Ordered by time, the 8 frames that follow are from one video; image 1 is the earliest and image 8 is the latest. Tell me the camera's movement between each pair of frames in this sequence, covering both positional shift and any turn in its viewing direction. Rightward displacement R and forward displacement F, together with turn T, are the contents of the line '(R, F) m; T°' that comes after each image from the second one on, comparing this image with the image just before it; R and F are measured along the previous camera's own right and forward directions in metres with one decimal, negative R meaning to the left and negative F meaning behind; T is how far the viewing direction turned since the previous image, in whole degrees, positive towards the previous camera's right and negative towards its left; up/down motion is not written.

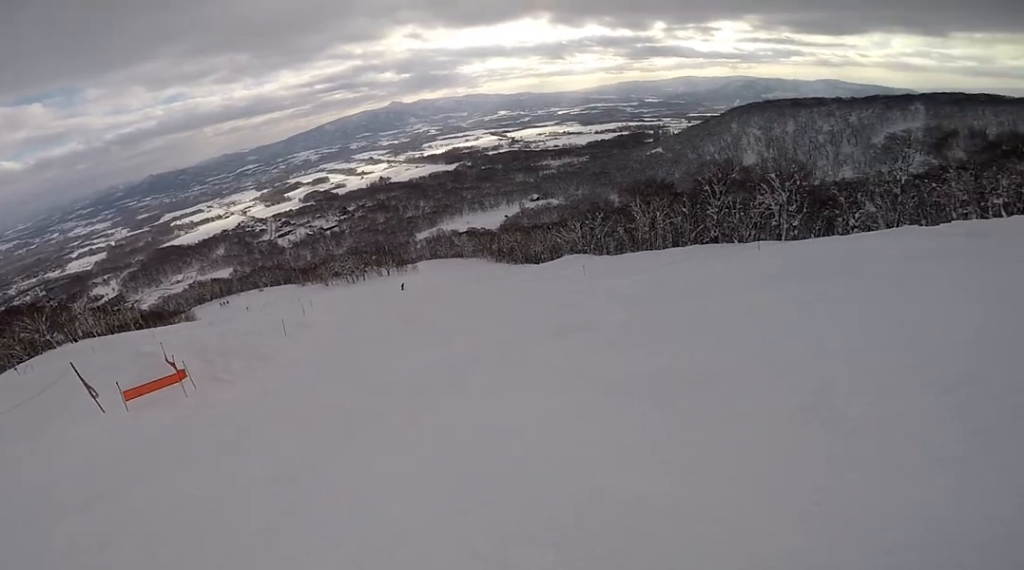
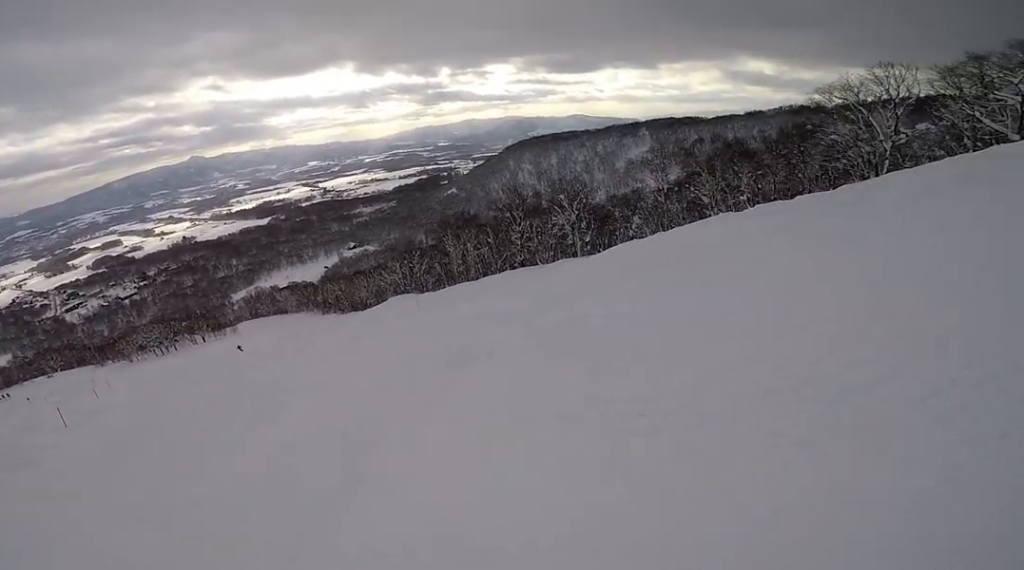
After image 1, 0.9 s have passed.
(+1.3, +3.3) m; +28°
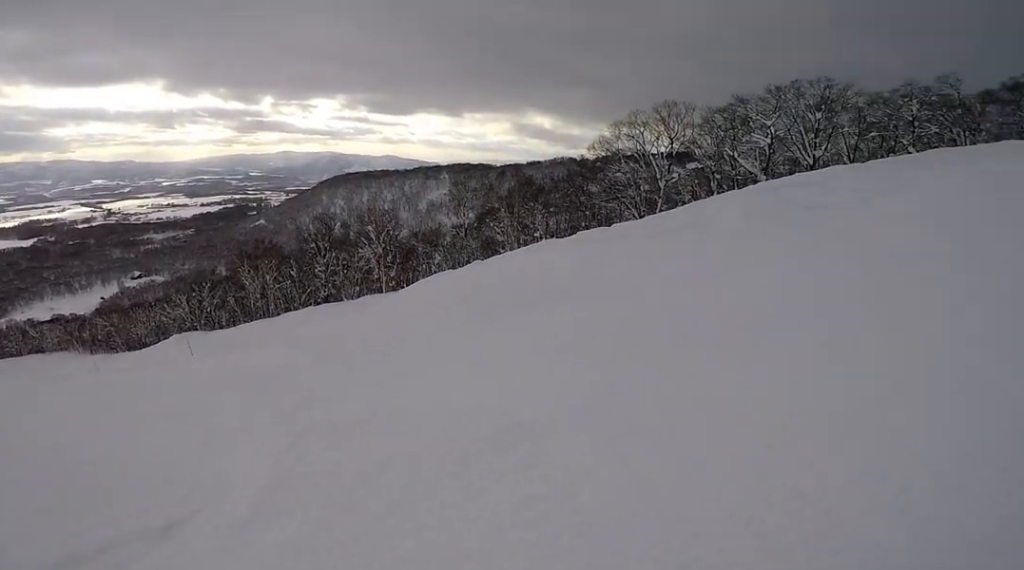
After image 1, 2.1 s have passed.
(+0.9, +5.3) m; +4°
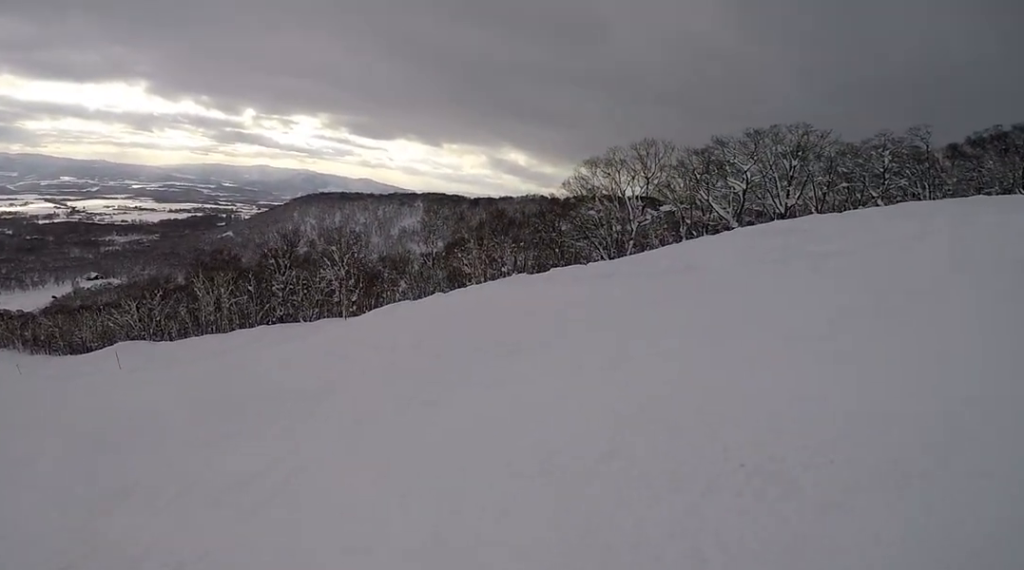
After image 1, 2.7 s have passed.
(-0.1, +2.5) m; -10°
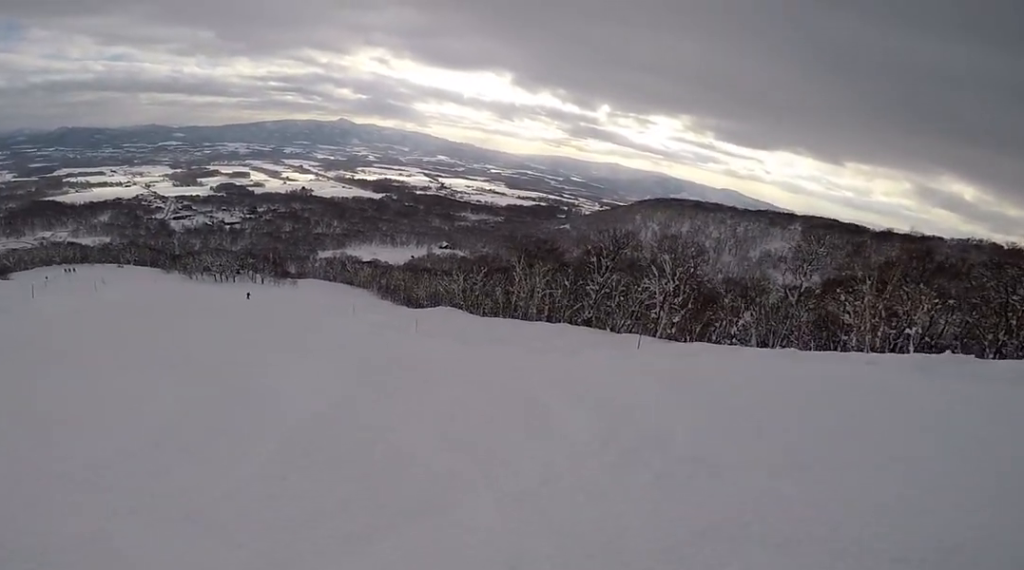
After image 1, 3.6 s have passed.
(-0.7, +3.8) m; -34°
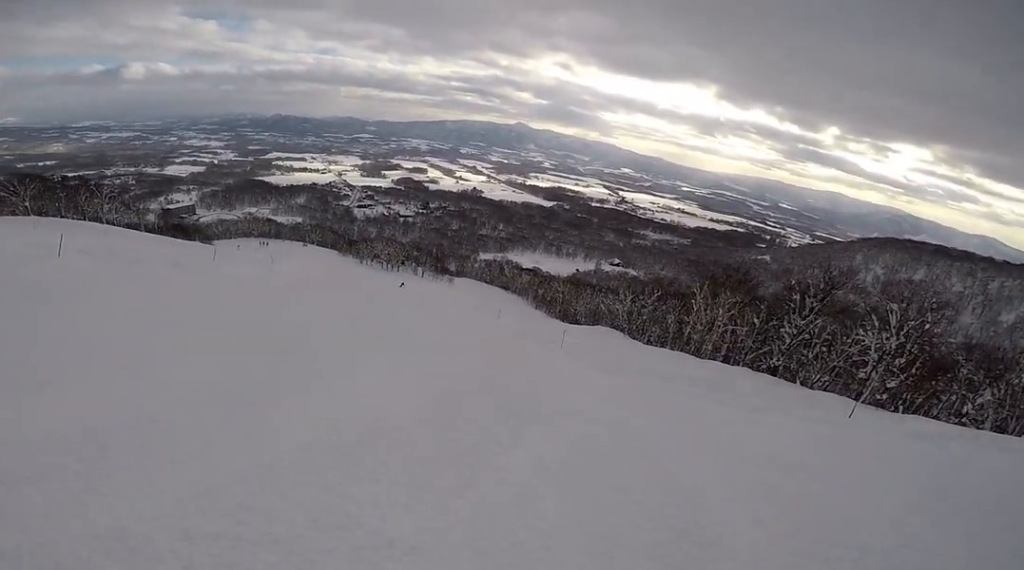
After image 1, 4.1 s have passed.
(-0.3, +1.8) m; -25°
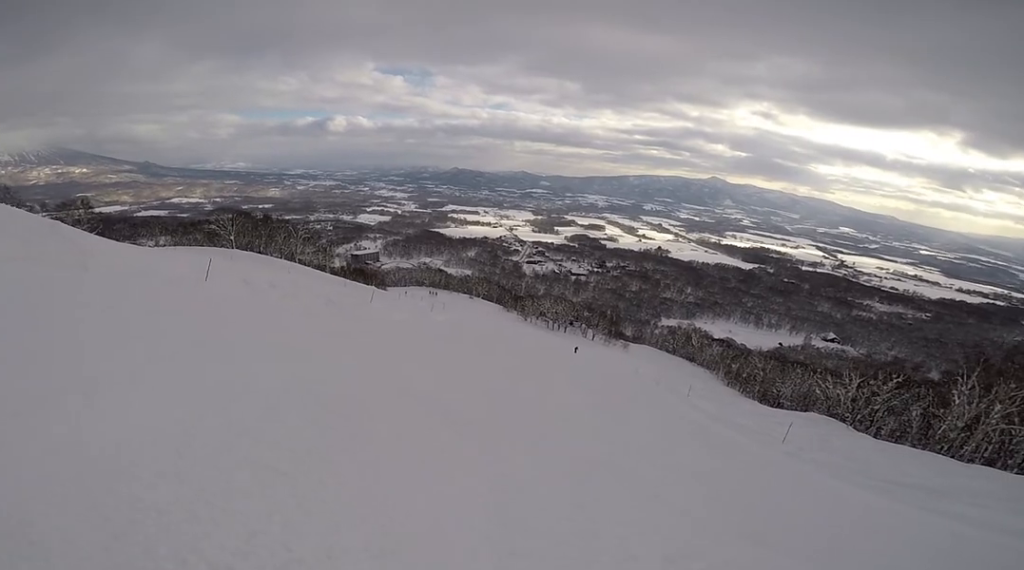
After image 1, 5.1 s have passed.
(-1.5, +3.3) m; -24°
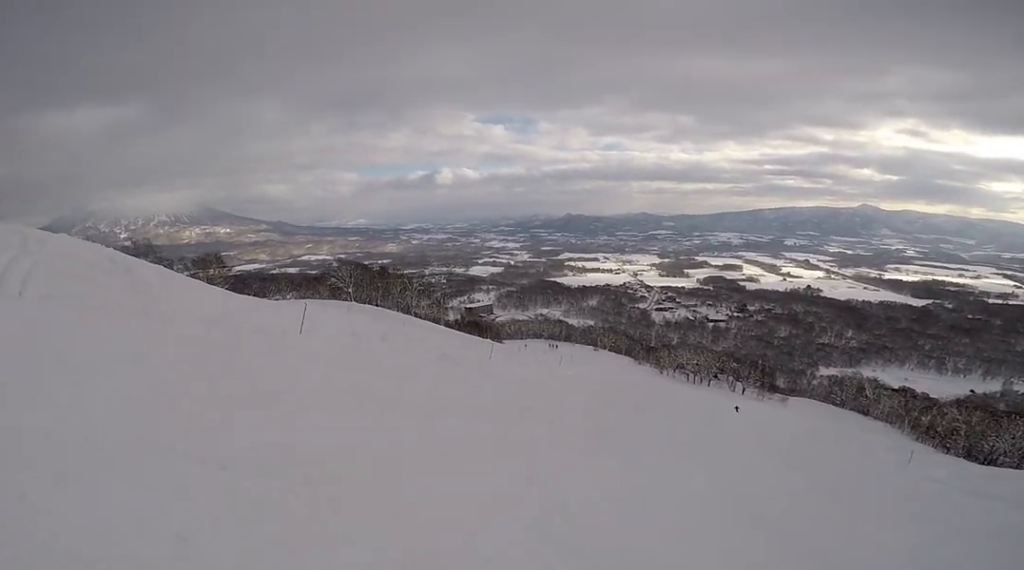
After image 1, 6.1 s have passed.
(-0.1, +4.1) m; -8°
